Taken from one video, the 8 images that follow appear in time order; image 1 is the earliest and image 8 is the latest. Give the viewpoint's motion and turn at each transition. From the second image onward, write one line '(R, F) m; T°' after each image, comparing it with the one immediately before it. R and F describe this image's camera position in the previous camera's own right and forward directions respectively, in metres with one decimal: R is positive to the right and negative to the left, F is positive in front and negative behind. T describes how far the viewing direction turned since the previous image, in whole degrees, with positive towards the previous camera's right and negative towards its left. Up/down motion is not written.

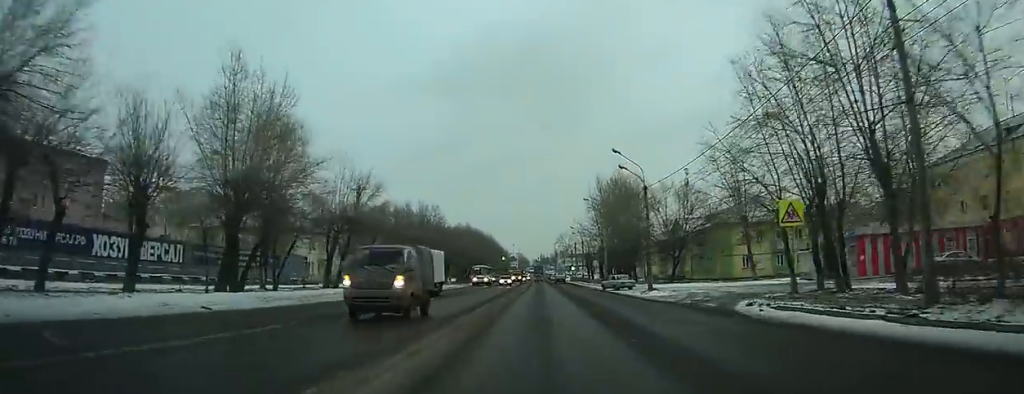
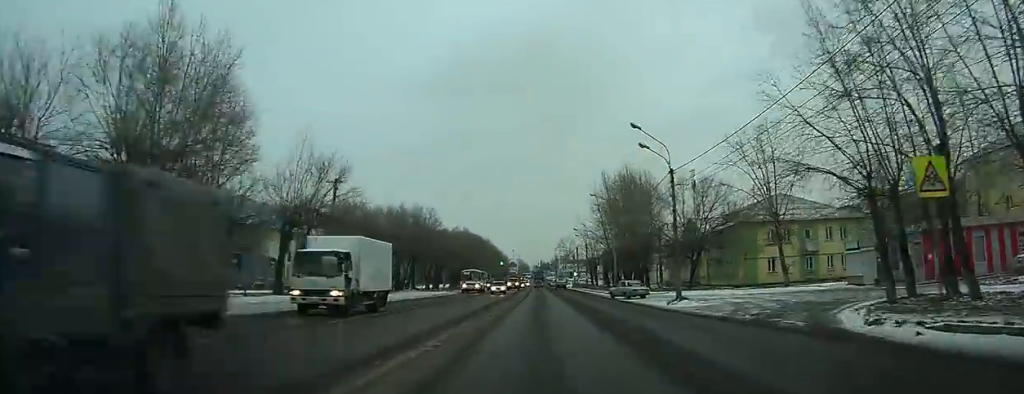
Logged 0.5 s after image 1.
(0.0, +8.2) m; 0°
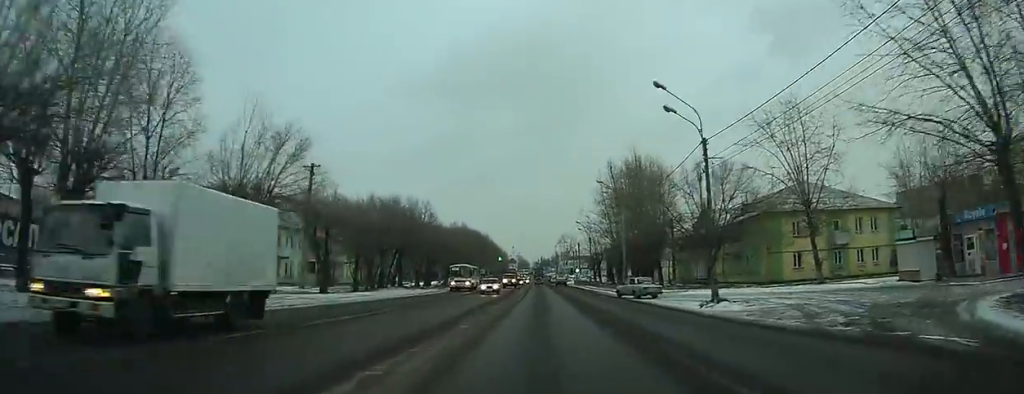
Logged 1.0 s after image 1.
(0.0, +6.8) m; 0°
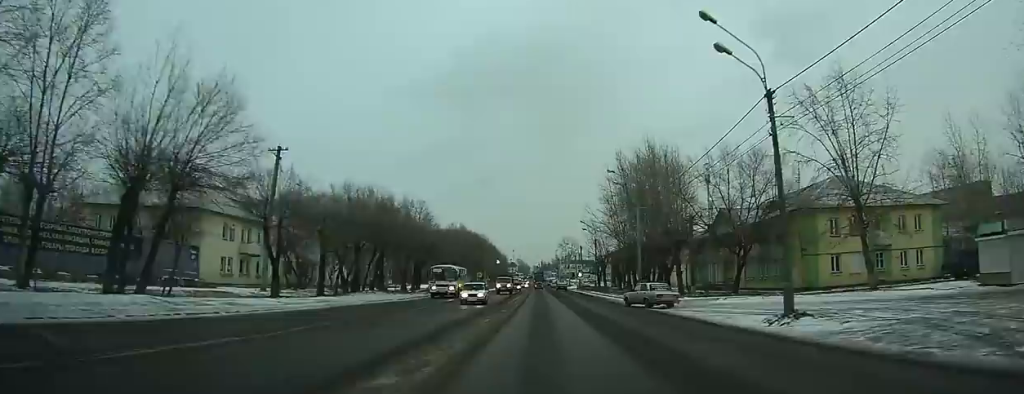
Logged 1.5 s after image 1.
(0.0, +7.8) m; 0°
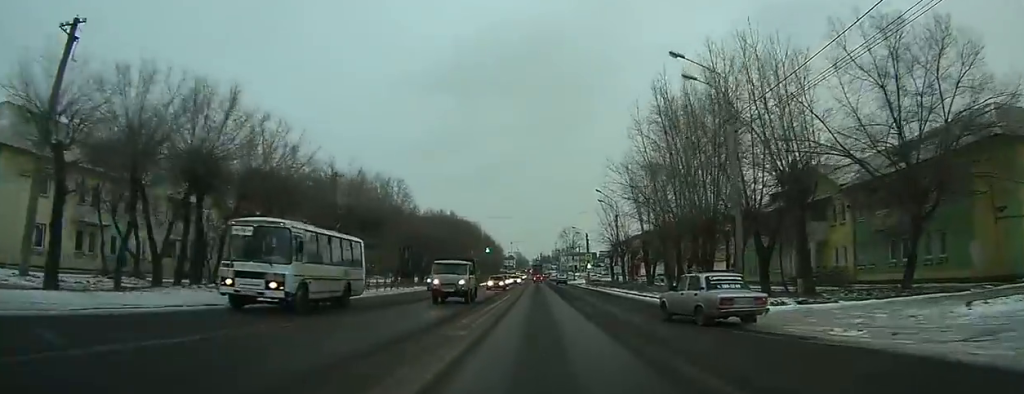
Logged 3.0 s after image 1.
(+0.2, +24.1) m; +1°
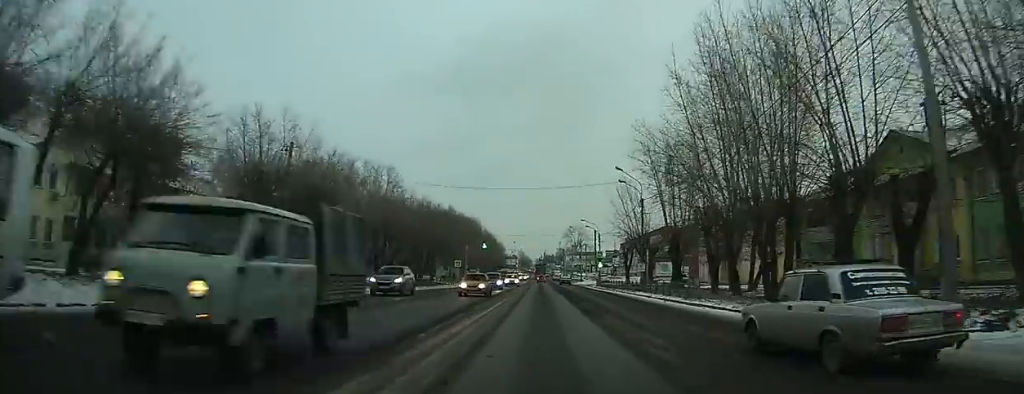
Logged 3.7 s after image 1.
(+0.1, +12.5) m; 0°
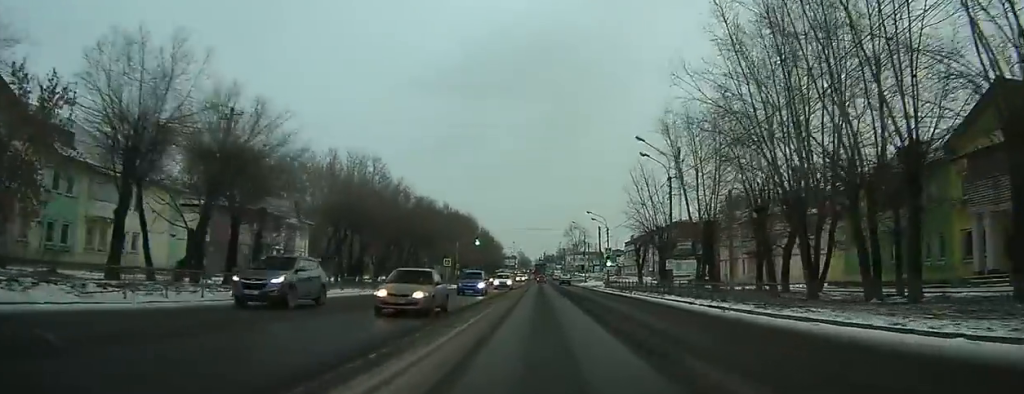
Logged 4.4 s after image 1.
(-0.1, +10.3) m; -1°
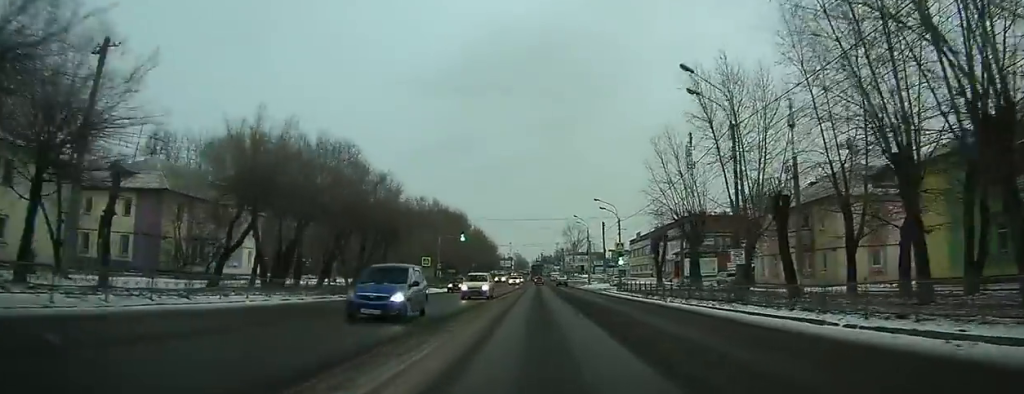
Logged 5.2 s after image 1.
(-0.1, +12.9) m; -1°
